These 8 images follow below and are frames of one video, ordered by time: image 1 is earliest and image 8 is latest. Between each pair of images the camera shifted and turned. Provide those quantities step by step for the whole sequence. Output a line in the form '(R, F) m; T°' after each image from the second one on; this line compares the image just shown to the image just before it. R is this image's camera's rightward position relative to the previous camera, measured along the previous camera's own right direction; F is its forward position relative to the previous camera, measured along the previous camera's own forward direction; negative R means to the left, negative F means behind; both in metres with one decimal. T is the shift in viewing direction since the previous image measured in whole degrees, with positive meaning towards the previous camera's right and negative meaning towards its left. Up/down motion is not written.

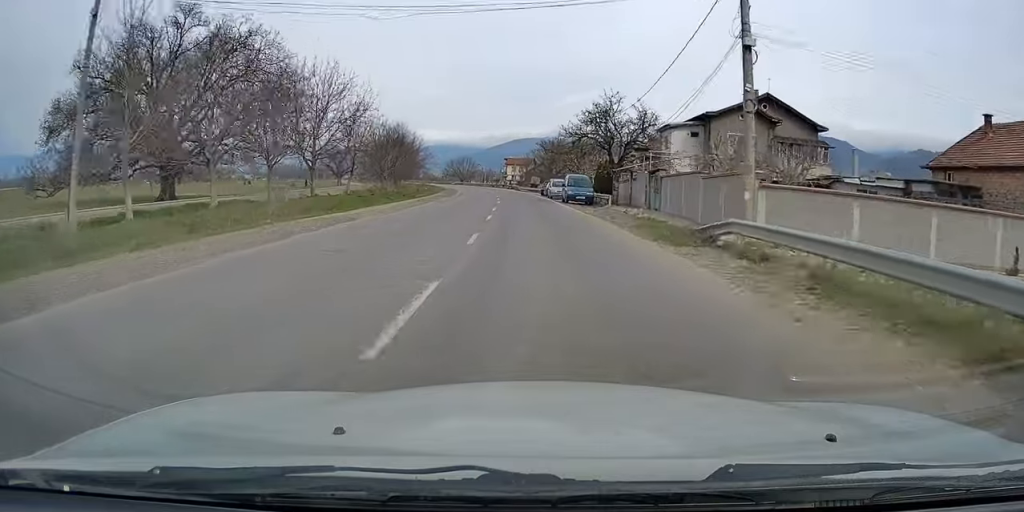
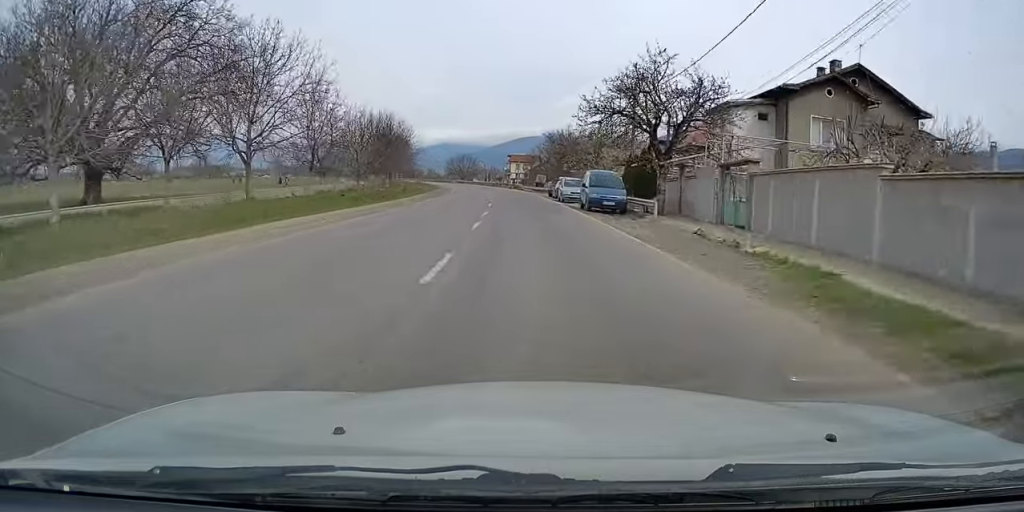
(-0.1, +12.5) m; -1°
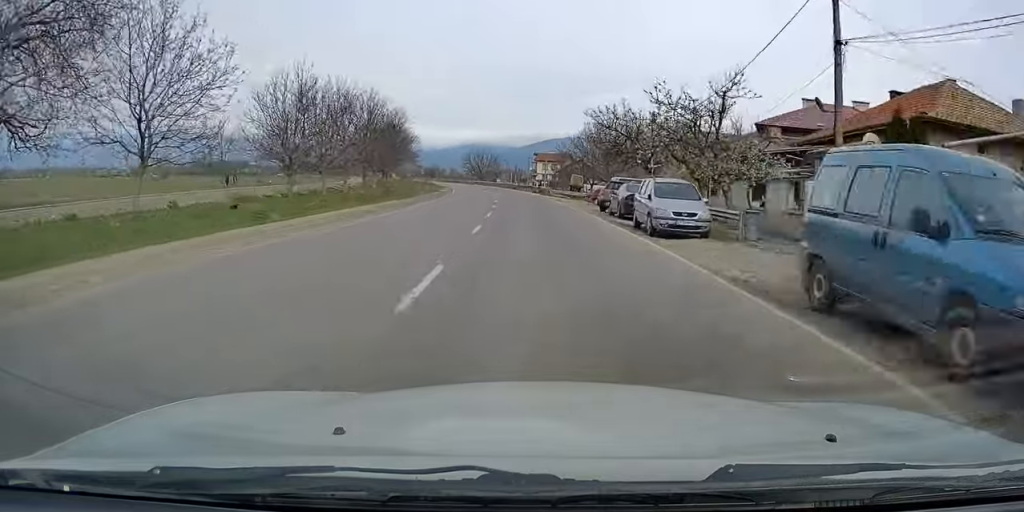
(-0.3, +25.0) m; -2°
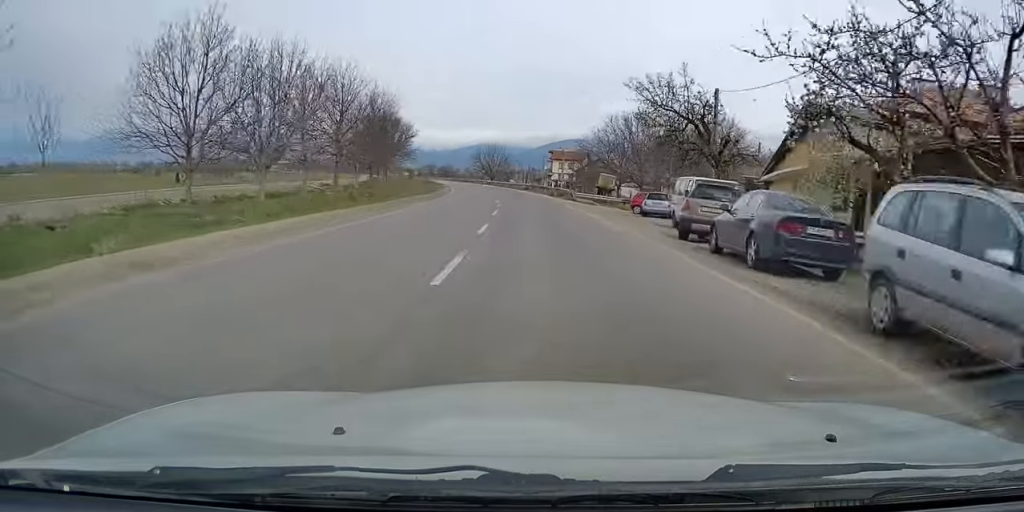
(-0.4, +14.4) m; -1°
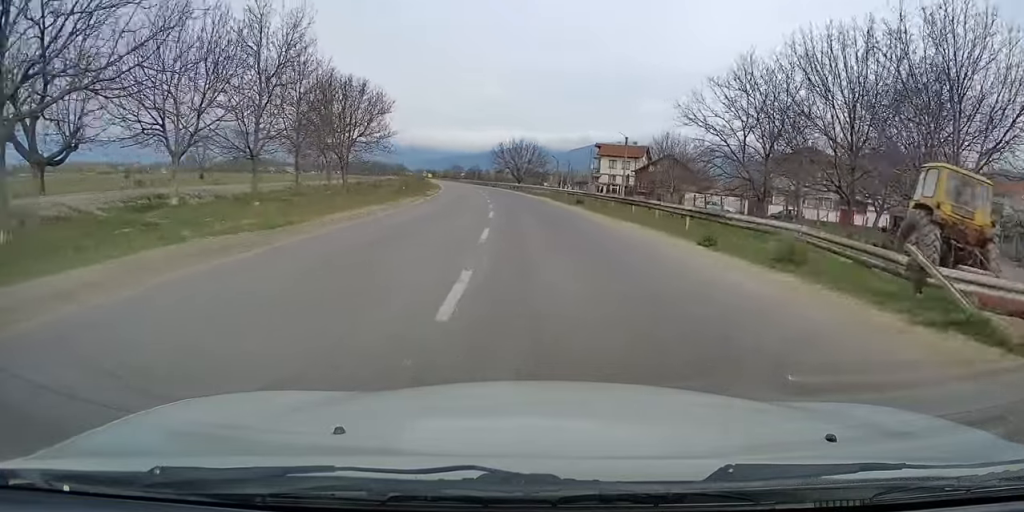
(-1.0, +40.3) m; -4°
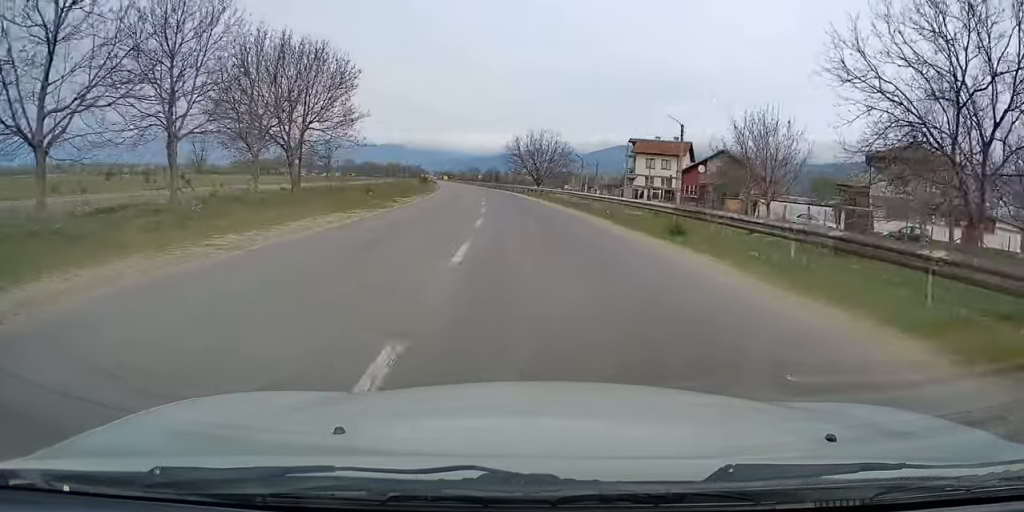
(-0.3, +19.2) m; -1°
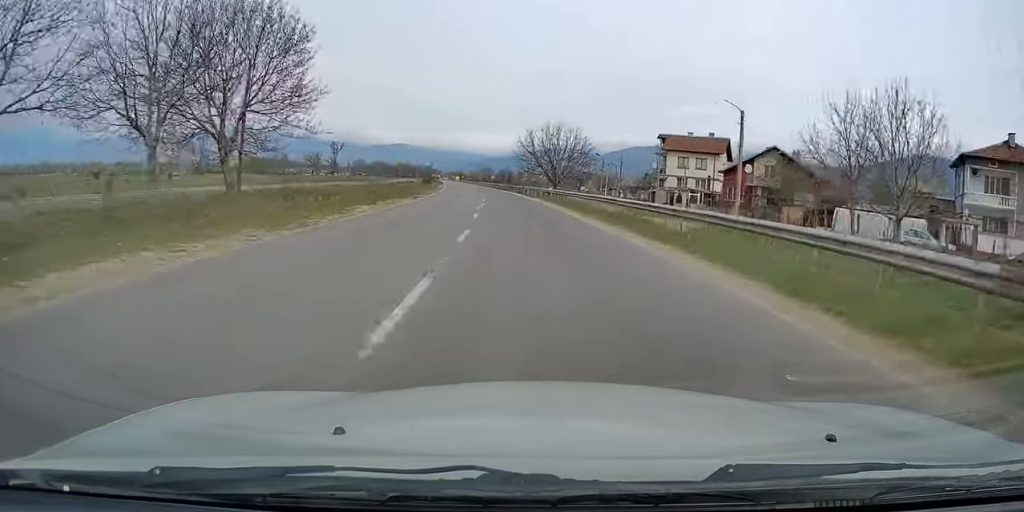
(0.0, +12.9) m; -1°
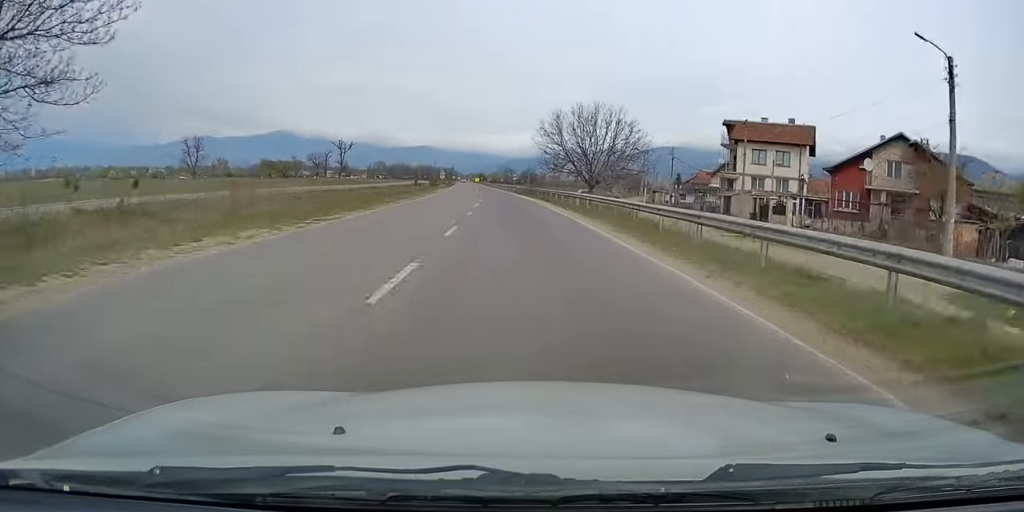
(-0.5, +21.6) m; -2°
